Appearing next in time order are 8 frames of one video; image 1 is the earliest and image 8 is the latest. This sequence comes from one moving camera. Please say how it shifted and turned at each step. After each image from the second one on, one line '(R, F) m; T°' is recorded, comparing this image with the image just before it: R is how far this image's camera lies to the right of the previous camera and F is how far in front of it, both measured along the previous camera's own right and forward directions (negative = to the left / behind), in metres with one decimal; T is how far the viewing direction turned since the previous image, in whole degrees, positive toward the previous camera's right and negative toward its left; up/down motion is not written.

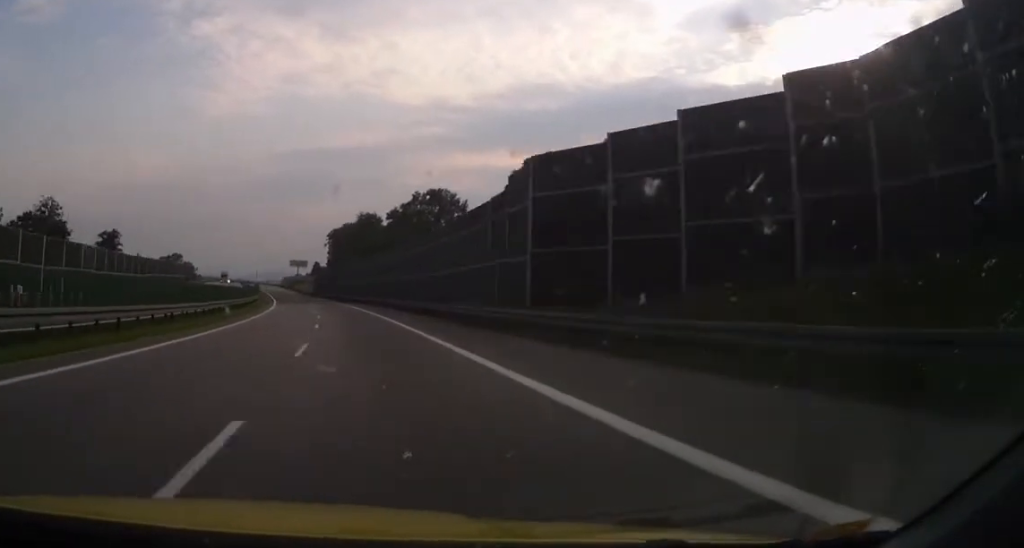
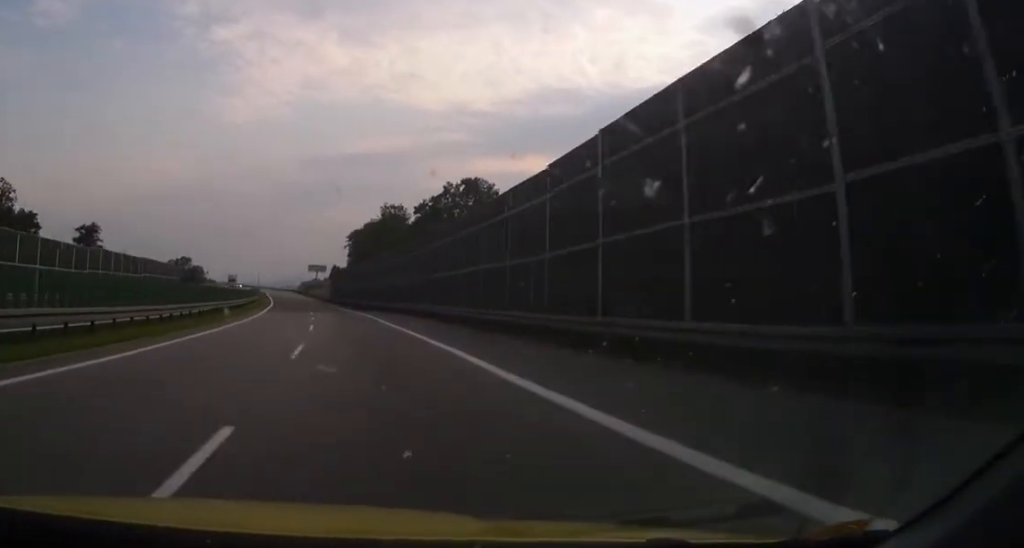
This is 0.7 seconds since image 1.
(-0.2, +25.0) m; -1°
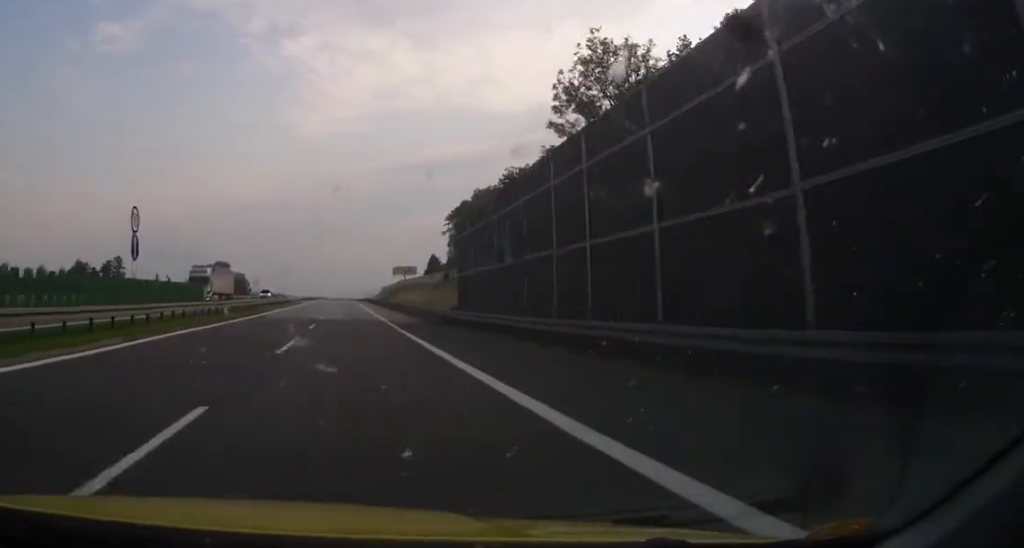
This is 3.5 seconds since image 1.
(-3.7, +91.6) m; -6°
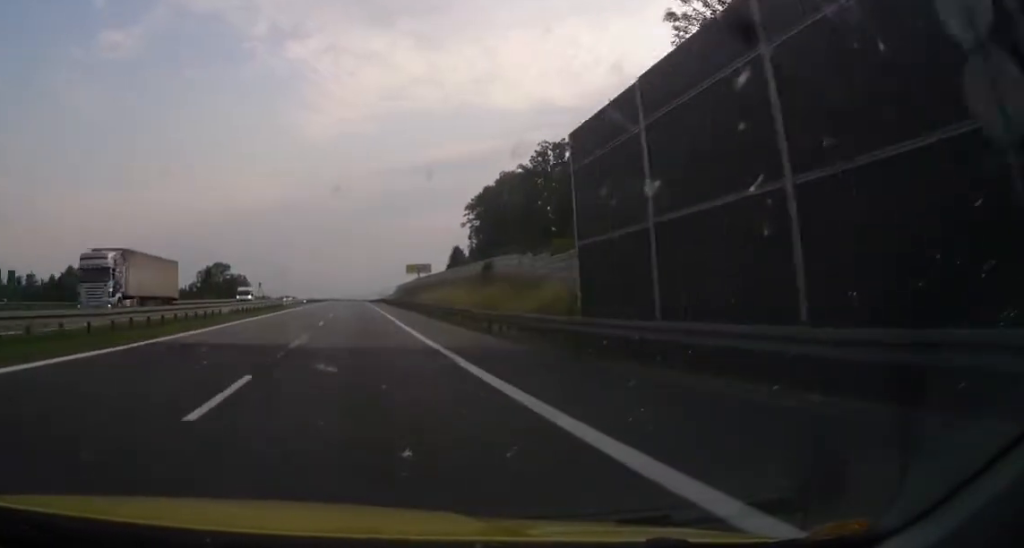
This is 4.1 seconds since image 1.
(-0.2, +18.9) m; -2°
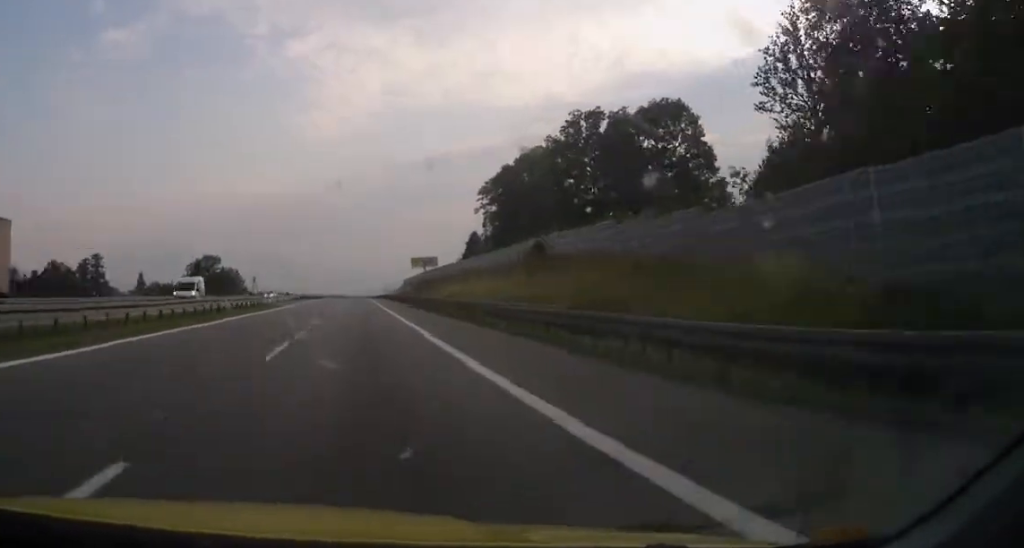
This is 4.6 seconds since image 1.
(-0.4, +17.7) m; -1°
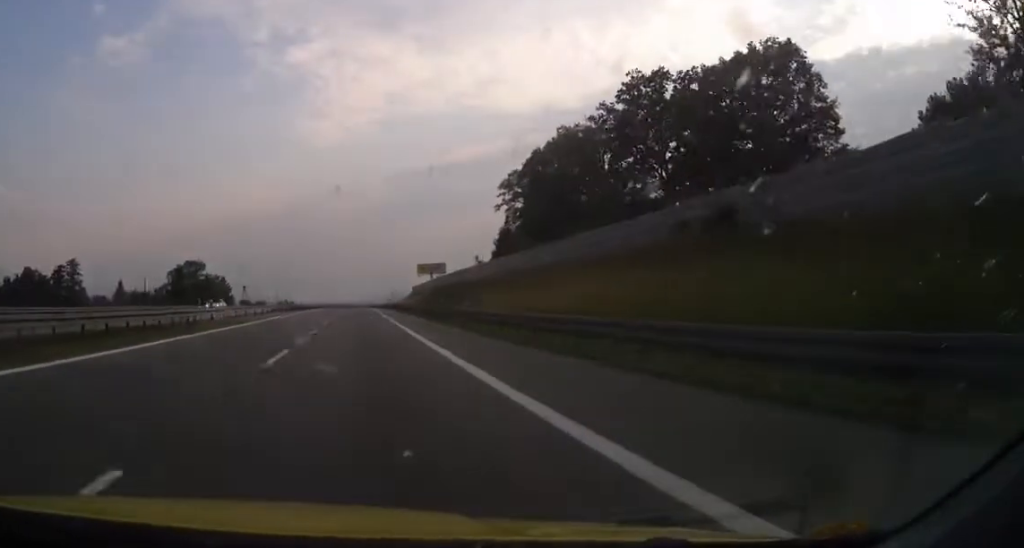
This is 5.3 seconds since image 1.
(-0.3, +23.5) m; -2°
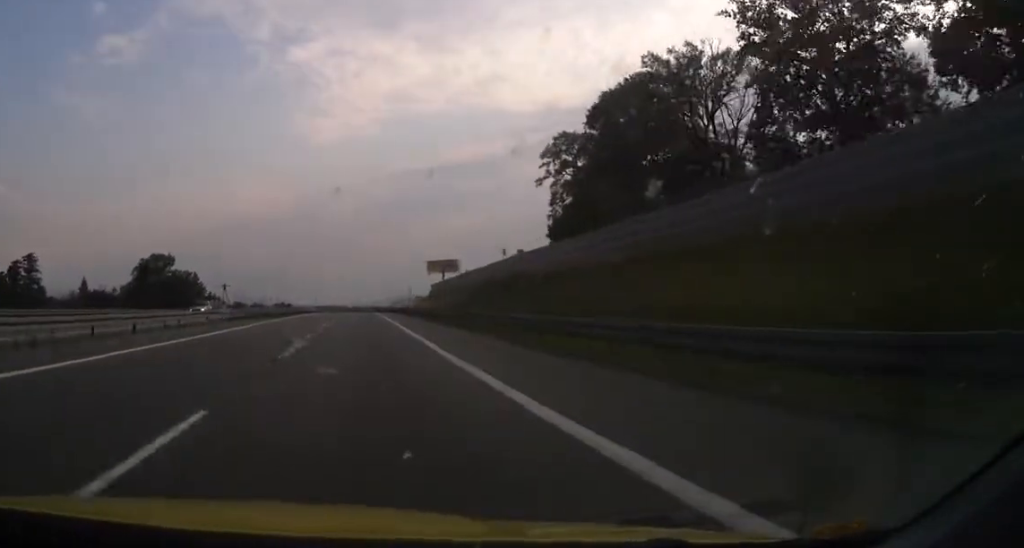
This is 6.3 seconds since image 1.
(-0.6, +33.4) m; -2°
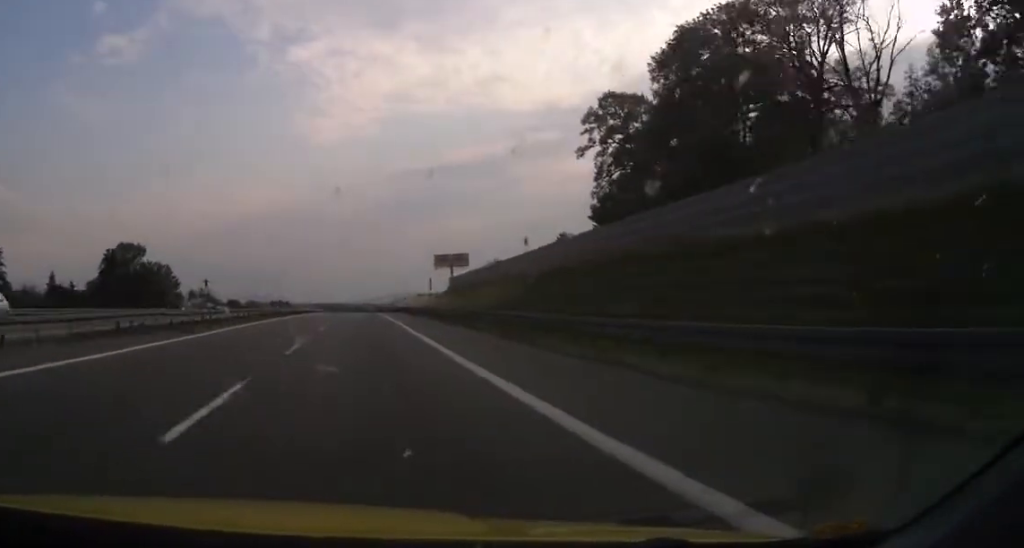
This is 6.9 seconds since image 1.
(-0.3, +22.6) m; -1°
